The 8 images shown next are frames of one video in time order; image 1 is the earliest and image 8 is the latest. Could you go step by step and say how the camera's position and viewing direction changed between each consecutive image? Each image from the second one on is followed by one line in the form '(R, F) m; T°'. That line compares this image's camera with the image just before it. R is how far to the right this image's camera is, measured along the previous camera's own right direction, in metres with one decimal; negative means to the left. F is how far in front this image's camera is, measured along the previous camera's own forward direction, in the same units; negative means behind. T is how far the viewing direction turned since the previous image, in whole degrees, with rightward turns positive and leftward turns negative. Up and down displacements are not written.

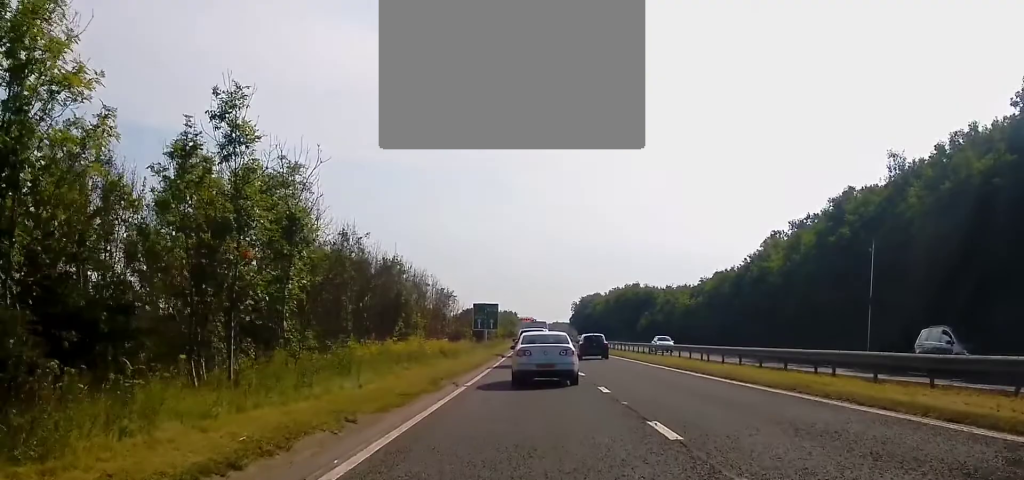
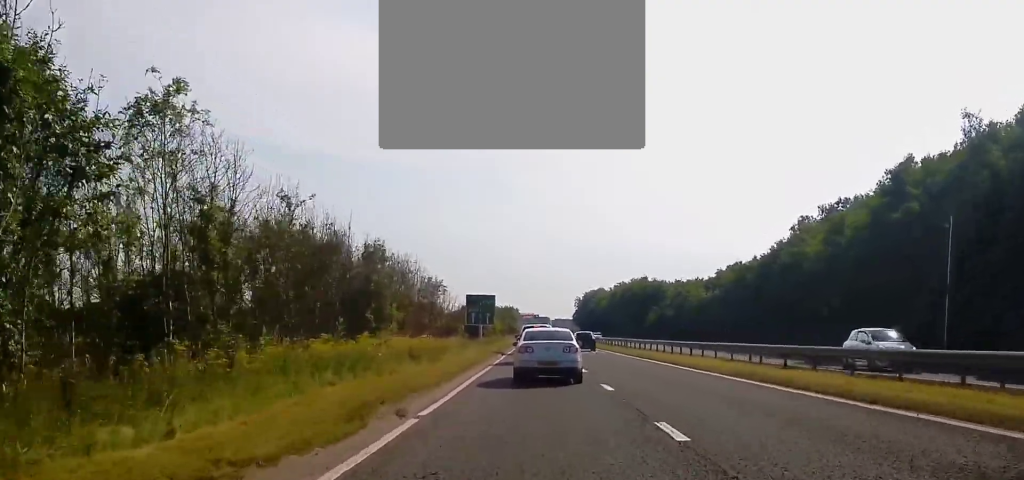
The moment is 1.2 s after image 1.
(+0.1, +9.3) m; +1°
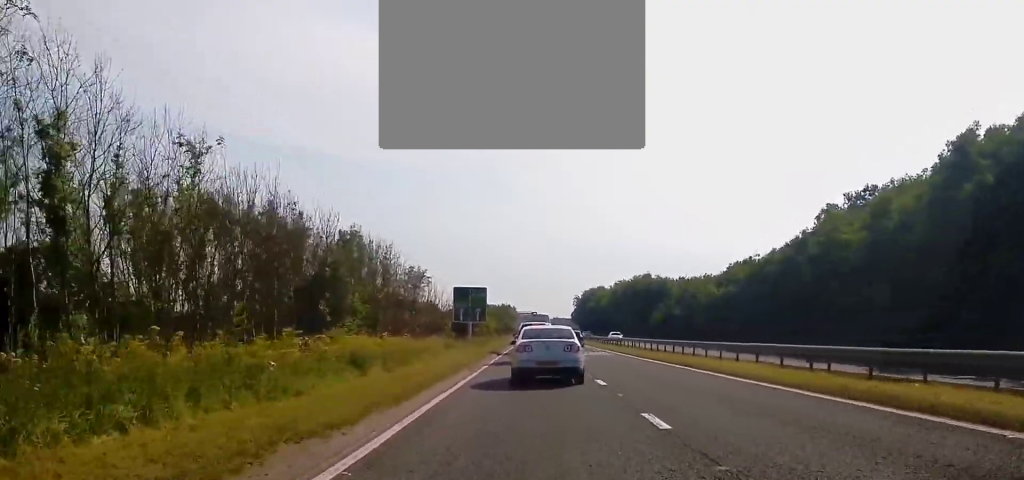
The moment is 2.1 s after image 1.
(0.0, +7.9) m; 0°
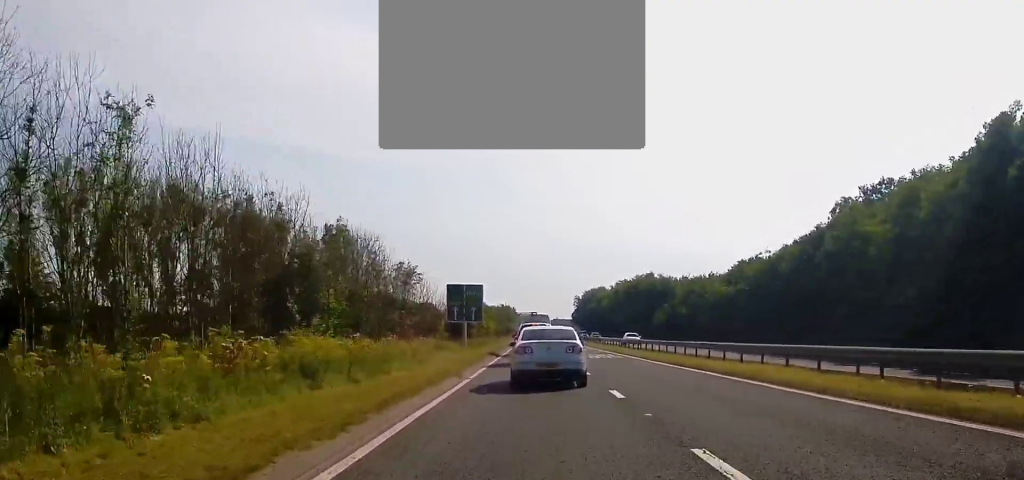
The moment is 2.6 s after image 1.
(0.0, +3.9) m; 0°
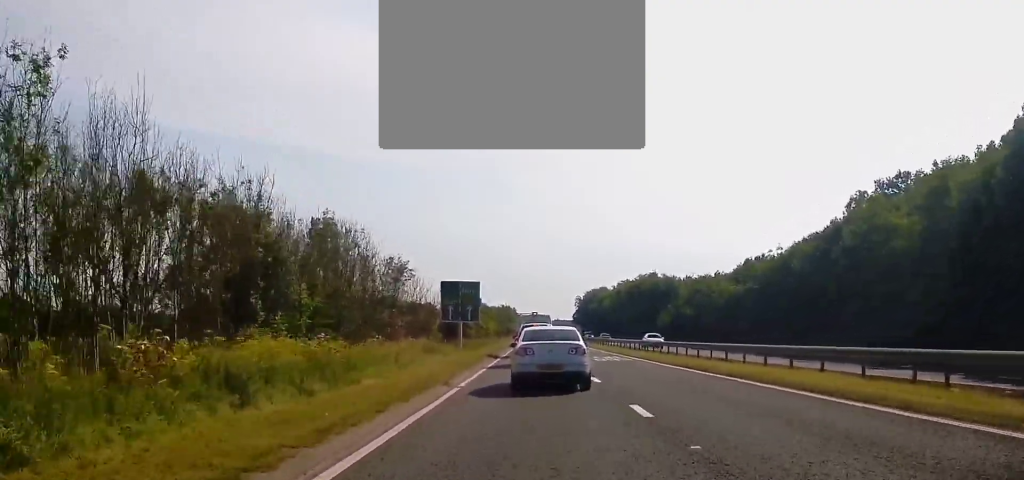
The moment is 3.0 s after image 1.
(0.0, +3.6) m; 0°
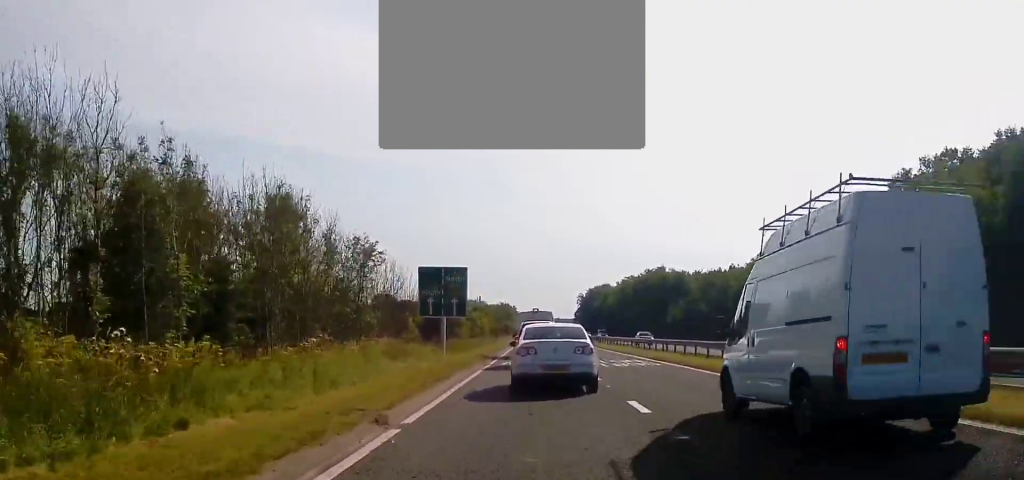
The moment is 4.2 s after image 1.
(-0.1, +8.9) m; -1°
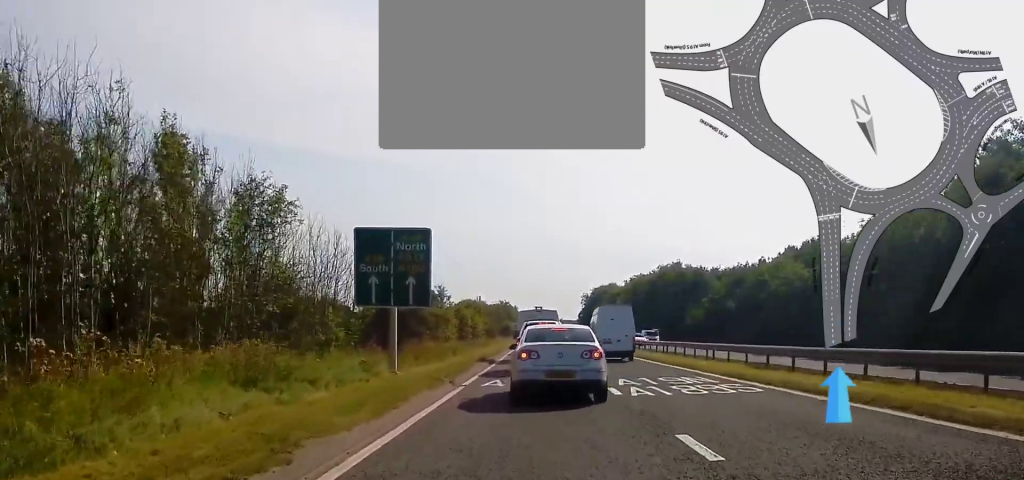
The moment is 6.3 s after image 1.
(+0.2, +13.9) m; -3°
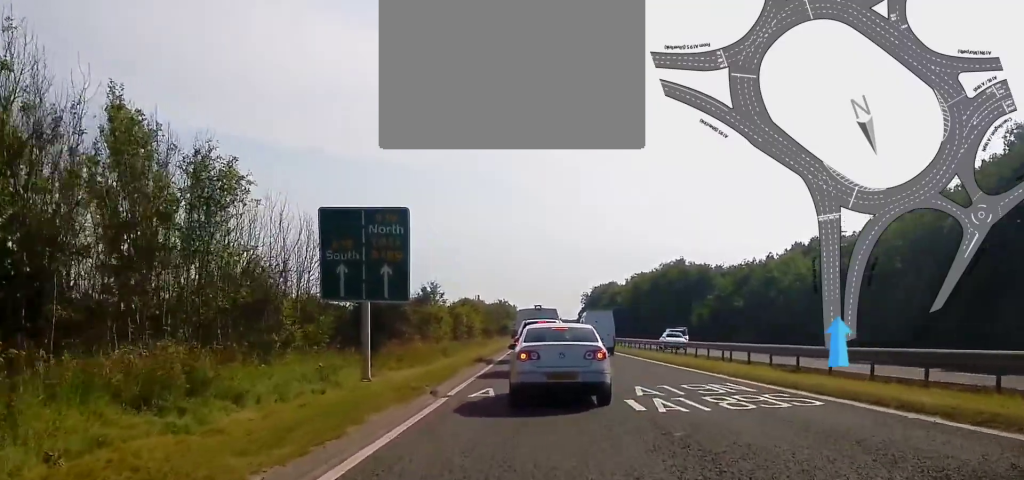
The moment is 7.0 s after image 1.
(-0.3, +3.7) m; -4°
